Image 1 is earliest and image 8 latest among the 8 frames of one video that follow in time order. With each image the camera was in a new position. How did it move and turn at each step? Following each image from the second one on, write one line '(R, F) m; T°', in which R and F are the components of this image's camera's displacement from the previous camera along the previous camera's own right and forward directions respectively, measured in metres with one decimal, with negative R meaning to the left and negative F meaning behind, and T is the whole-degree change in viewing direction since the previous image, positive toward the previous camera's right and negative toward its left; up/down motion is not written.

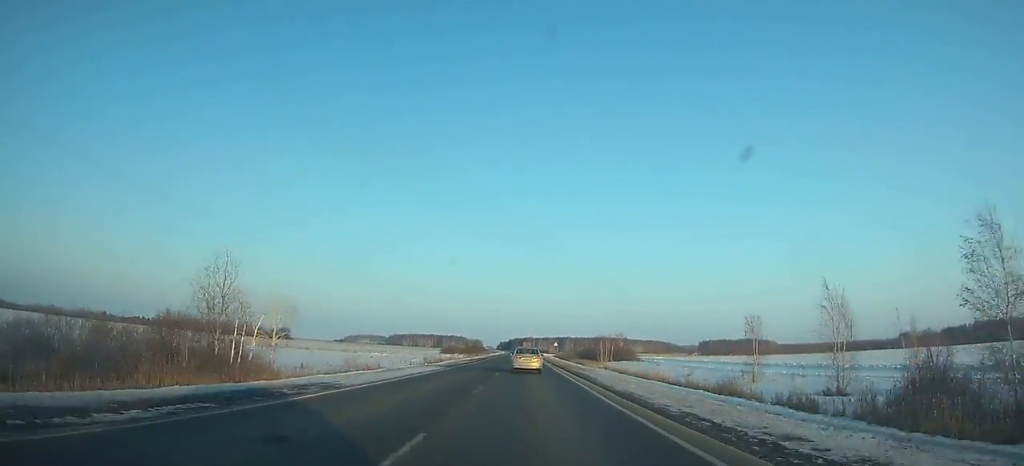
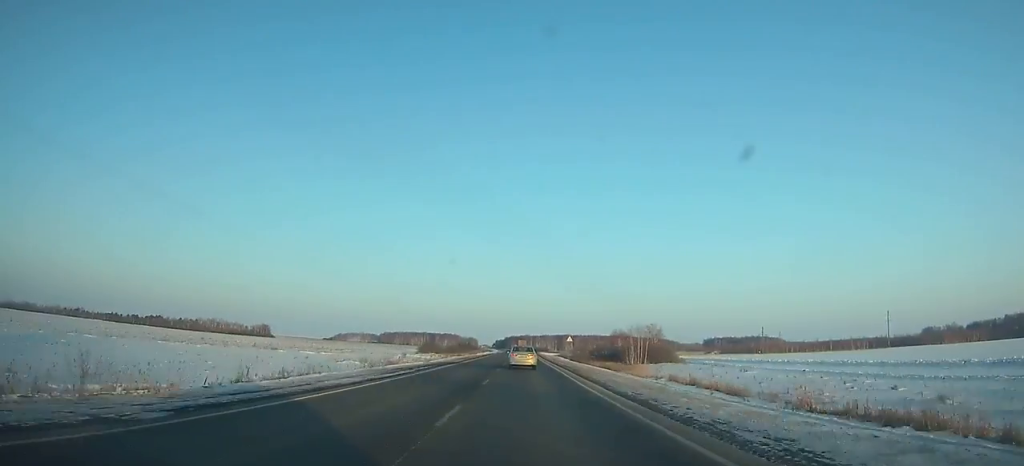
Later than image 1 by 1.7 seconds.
(-0.1, +44.4) m; 0°
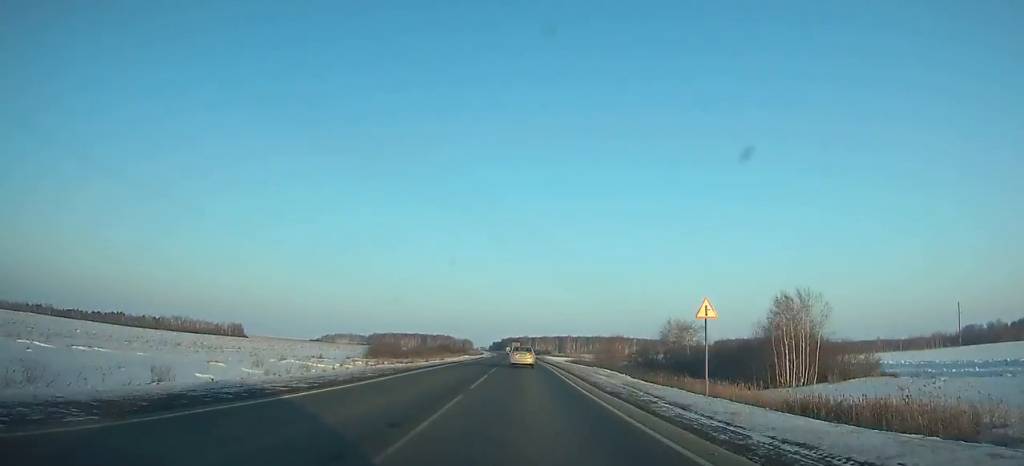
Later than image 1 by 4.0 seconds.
(+0.4, +61.8) m; 0°
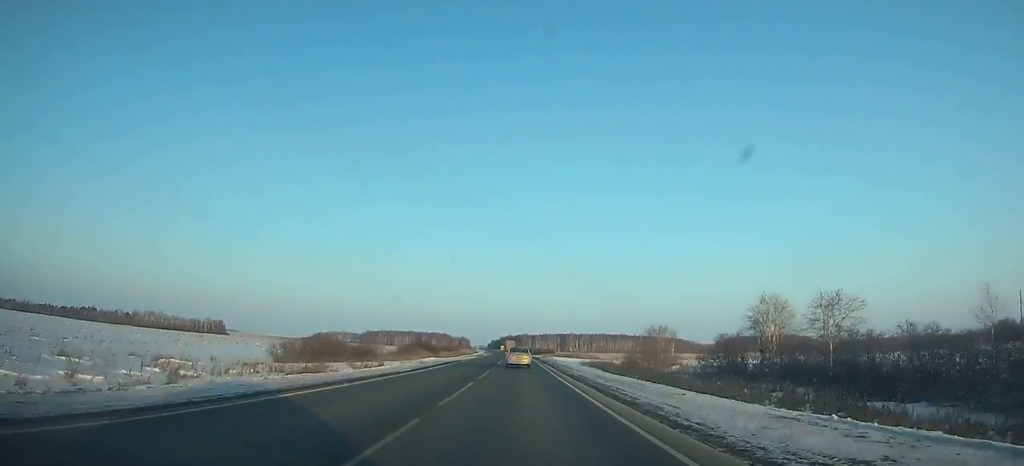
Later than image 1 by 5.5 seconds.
(0.0, +40.9) m; 0°
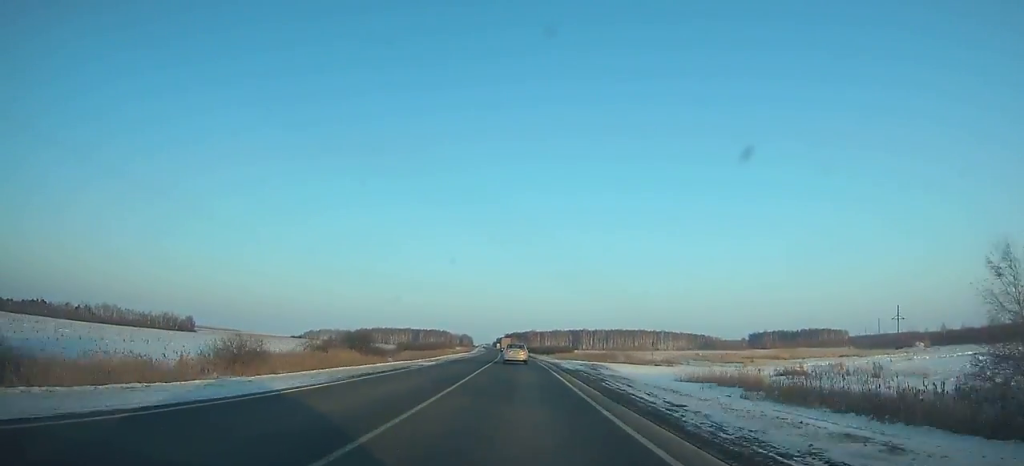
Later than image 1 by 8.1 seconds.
(-0.5, +71.6) m; -1°
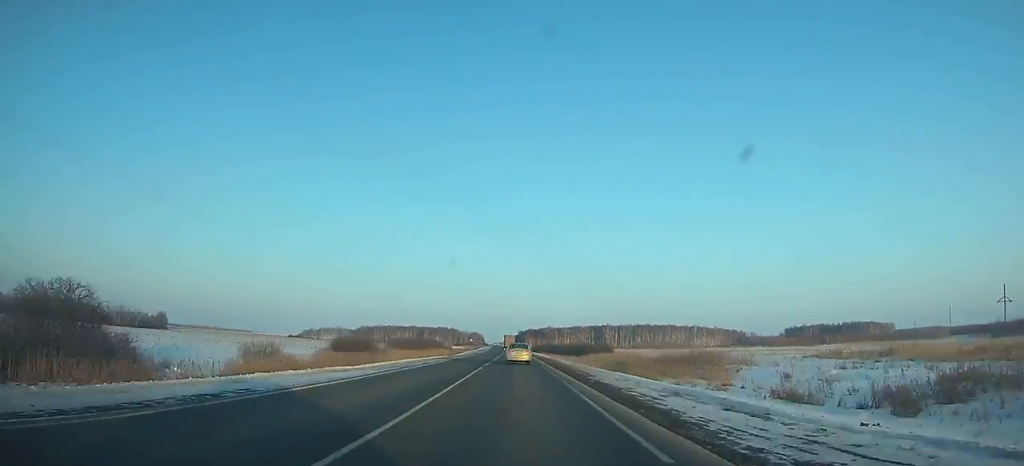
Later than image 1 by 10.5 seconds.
(-0.5, +66.8) m; -1°
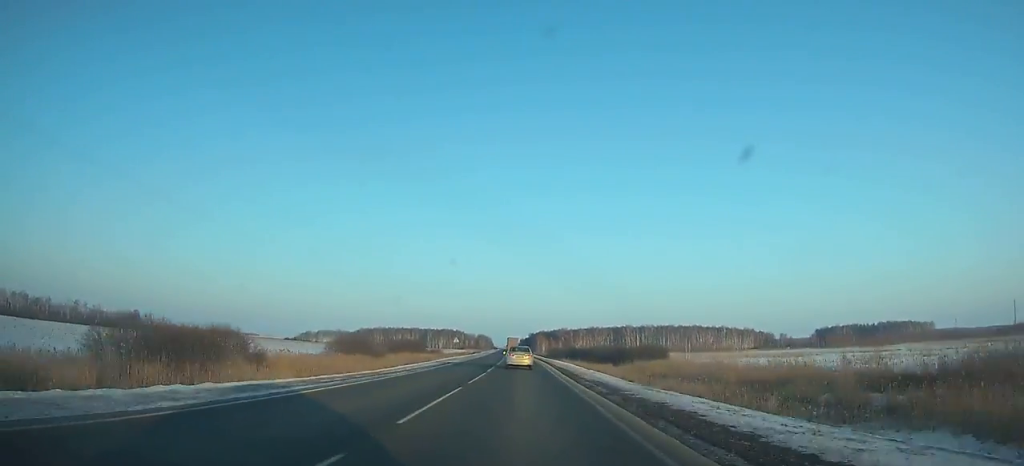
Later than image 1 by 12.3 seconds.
(-0.6, +49.9) m; -1°
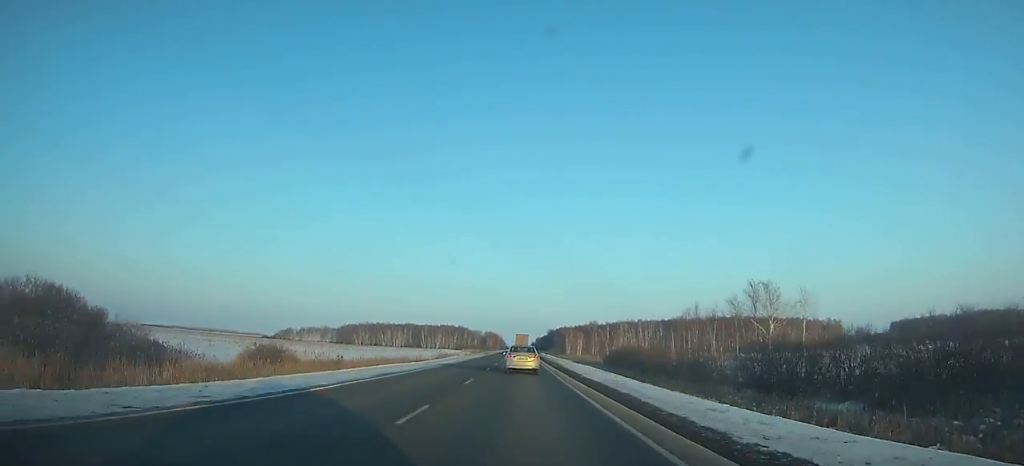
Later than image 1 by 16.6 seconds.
(-1.7, +117.7) m; -1°
